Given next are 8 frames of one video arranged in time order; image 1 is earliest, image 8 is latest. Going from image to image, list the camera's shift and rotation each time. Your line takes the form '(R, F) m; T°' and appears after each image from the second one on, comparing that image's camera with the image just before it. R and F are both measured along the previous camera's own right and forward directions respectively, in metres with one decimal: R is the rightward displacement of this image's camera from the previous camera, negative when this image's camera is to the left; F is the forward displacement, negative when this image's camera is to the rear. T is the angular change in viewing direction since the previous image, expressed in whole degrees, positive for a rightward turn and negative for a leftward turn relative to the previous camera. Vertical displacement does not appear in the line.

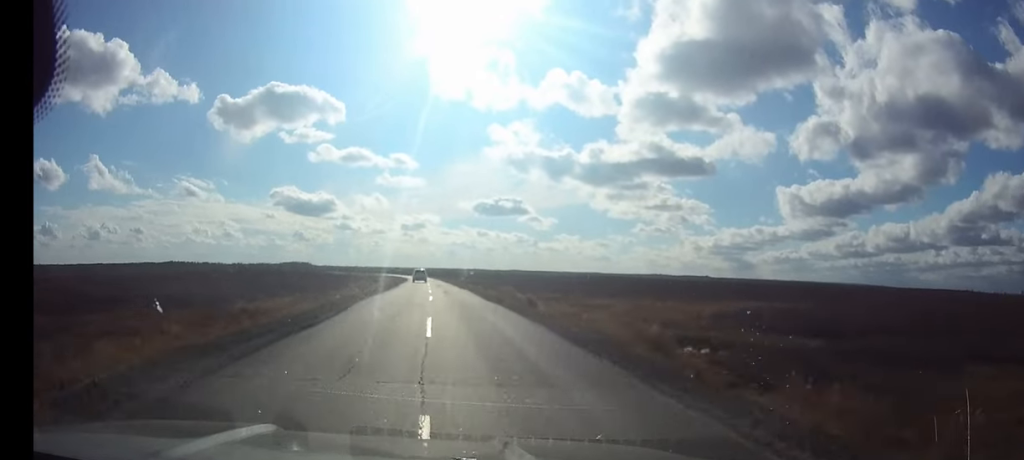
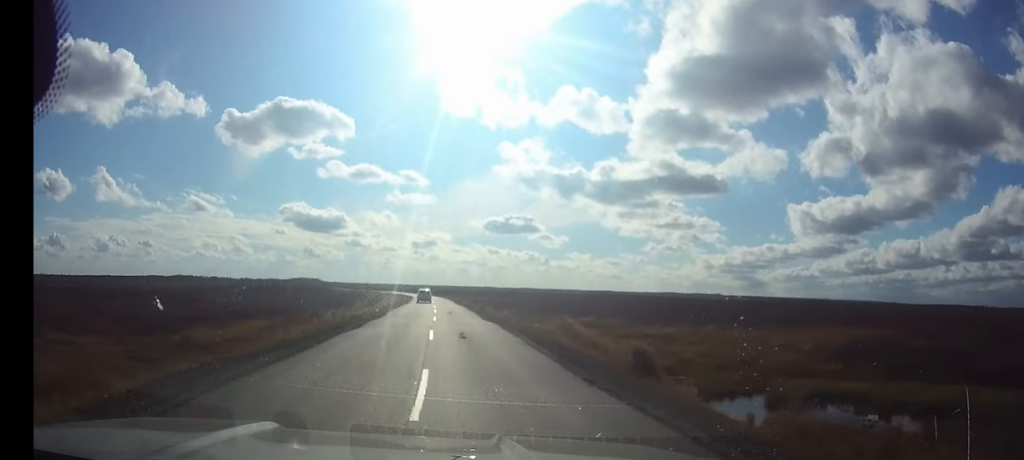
(-0.1, +19.6) m; 0°
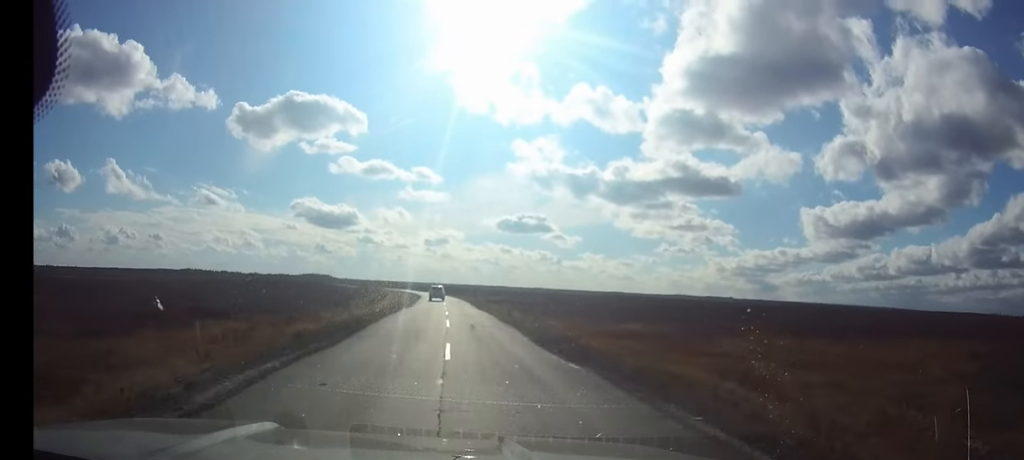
(-0.1, +15.9) m; 0°
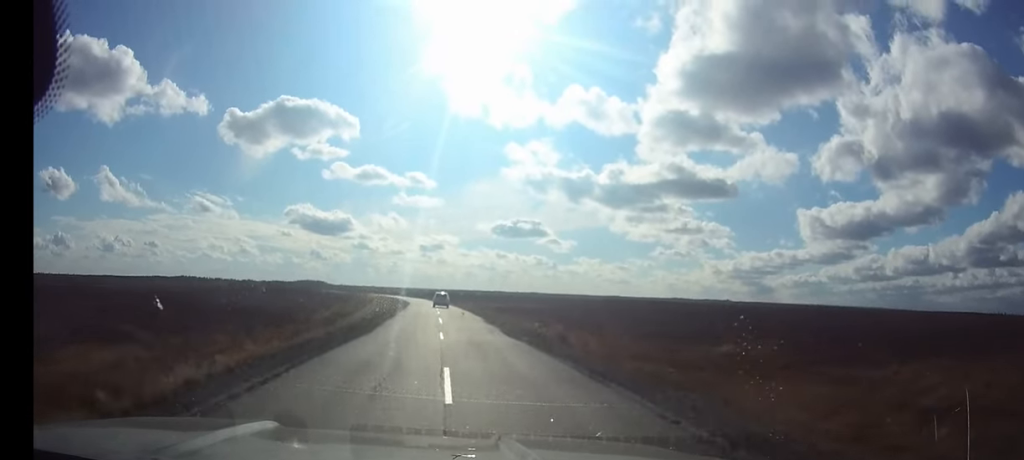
(-0.1, +26.3) m; -1°
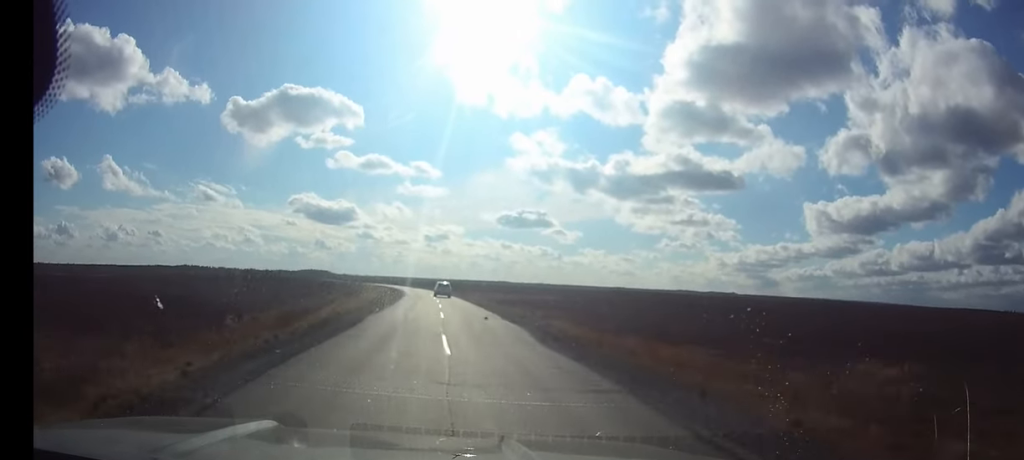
(0.0, +20.3) m; 0°
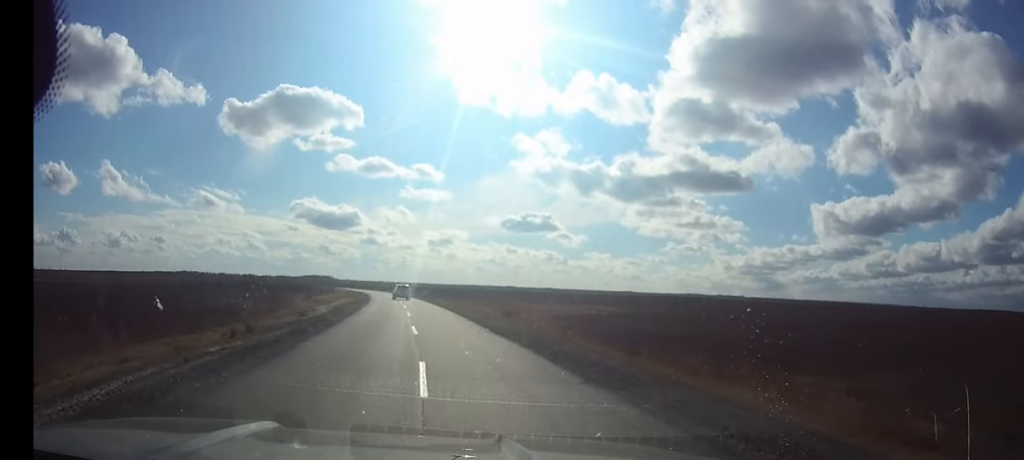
(-0.5, +58.5) m; -2°
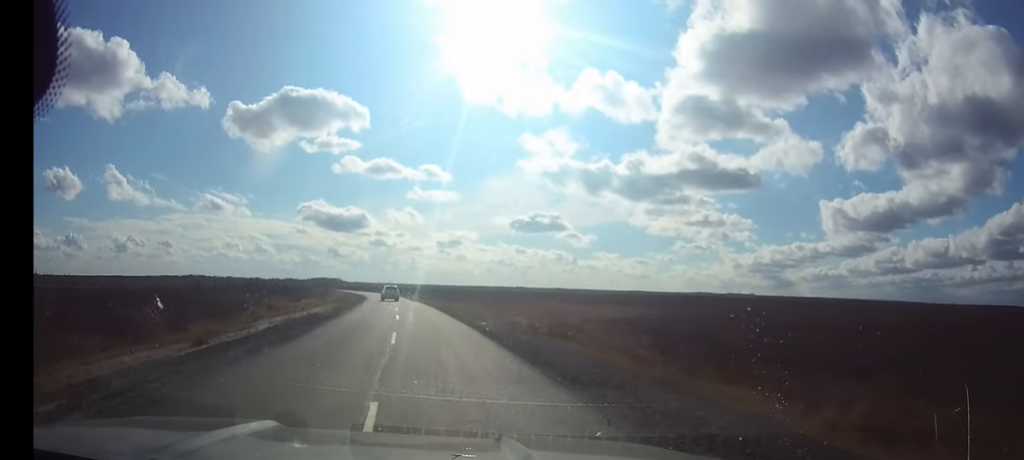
(-0.1, +16.3) m; -1°
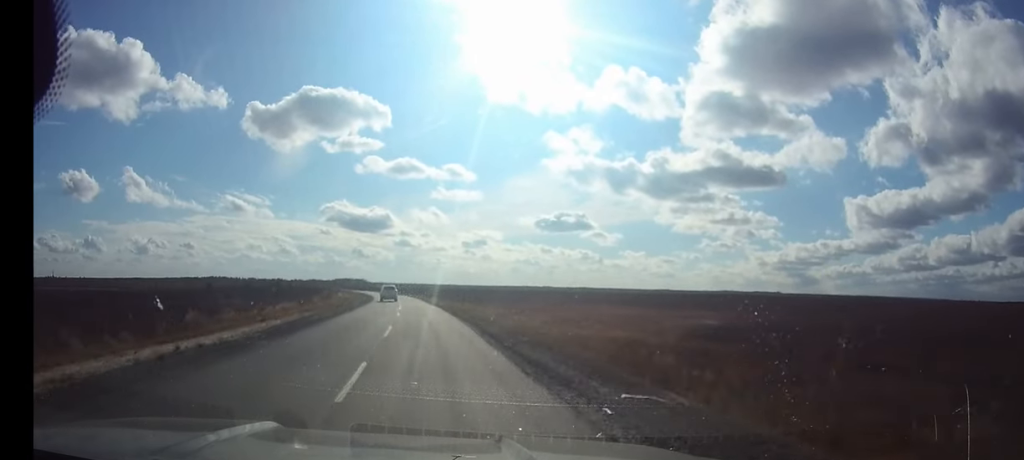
(-0.3, +20.0) m; -2°
